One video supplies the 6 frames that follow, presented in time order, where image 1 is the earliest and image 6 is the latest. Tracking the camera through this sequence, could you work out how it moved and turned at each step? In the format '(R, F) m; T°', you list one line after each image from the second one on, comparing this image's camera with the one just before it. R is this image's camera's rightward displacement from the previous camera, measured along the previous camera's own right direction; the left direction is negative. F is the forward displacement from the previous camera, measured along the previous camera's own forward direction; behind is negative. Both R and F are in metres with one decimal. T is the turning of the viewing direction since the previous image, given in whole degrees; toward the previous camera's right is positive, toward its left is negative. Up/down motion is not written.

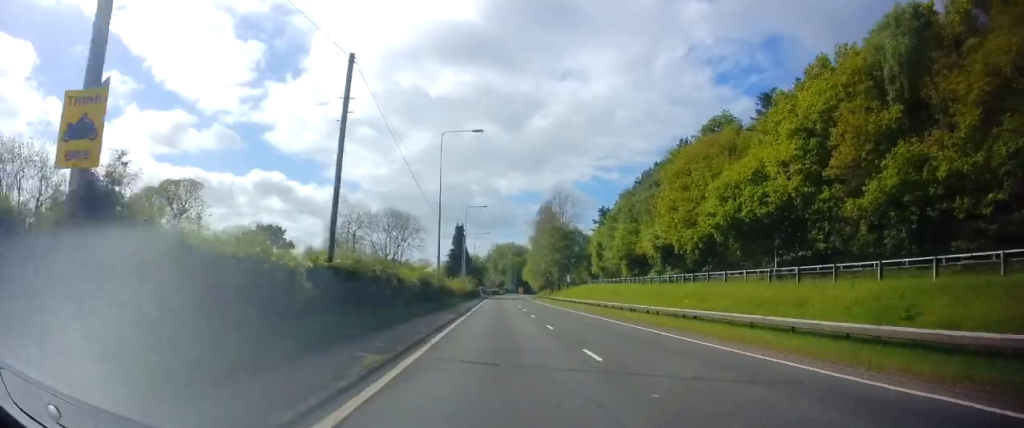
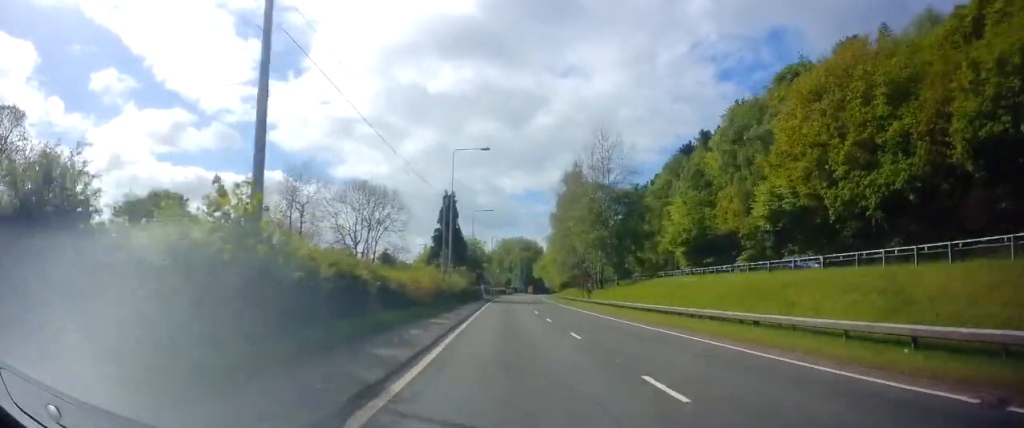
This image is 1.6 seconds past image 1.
(+0.1, +30.9) m; +1°
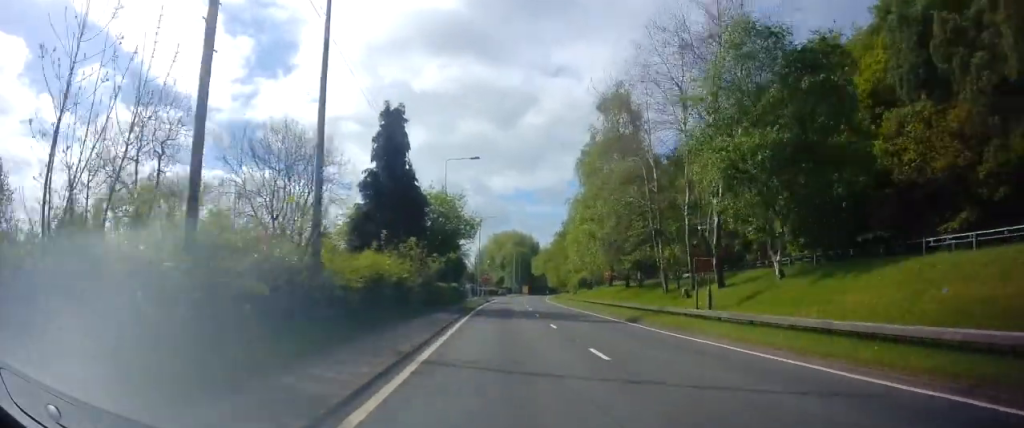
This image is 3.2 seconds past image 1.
(-0.1, +31.6) m; -1°
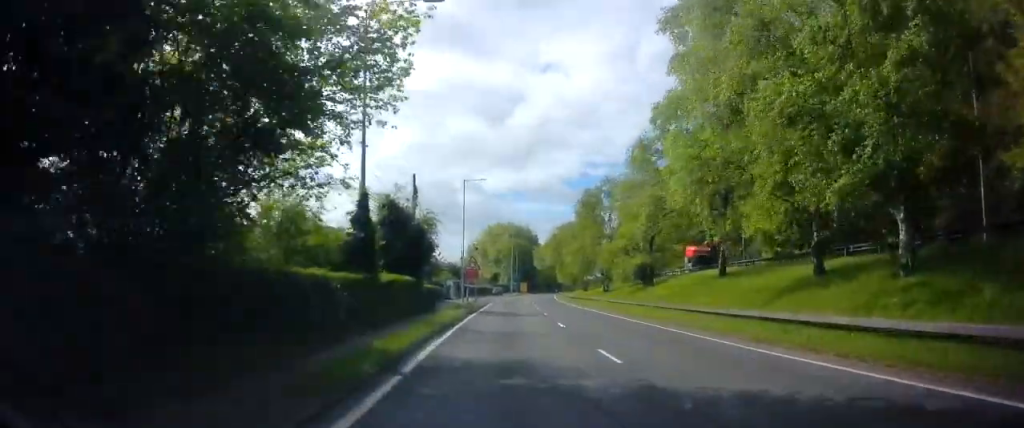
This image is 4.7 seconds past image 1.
(0.0, +27.7) m; +1°
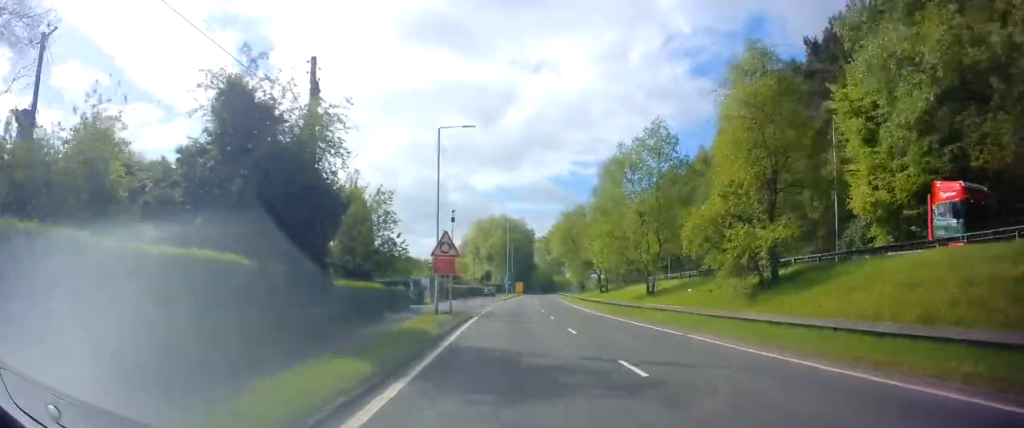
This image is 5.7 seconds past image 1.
(+0.4, +19.1) m; +1°
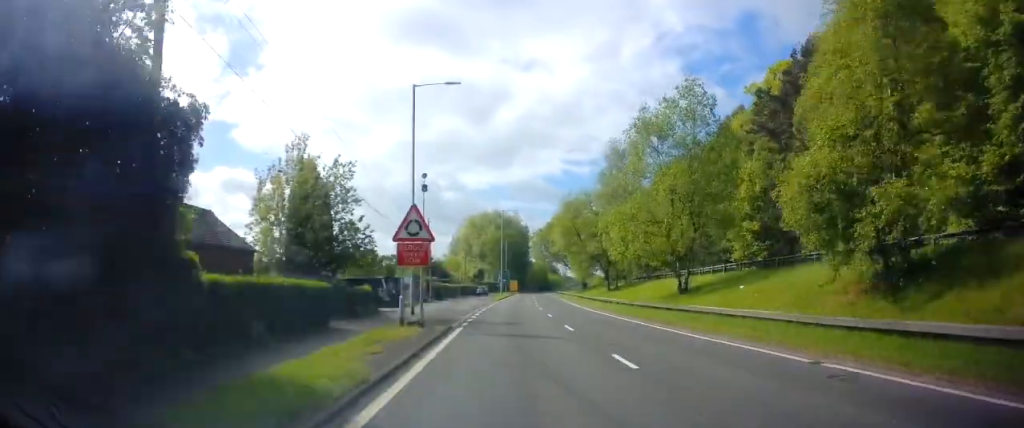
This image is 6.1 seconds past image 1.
(+0.1, +8.3) m; 0°
